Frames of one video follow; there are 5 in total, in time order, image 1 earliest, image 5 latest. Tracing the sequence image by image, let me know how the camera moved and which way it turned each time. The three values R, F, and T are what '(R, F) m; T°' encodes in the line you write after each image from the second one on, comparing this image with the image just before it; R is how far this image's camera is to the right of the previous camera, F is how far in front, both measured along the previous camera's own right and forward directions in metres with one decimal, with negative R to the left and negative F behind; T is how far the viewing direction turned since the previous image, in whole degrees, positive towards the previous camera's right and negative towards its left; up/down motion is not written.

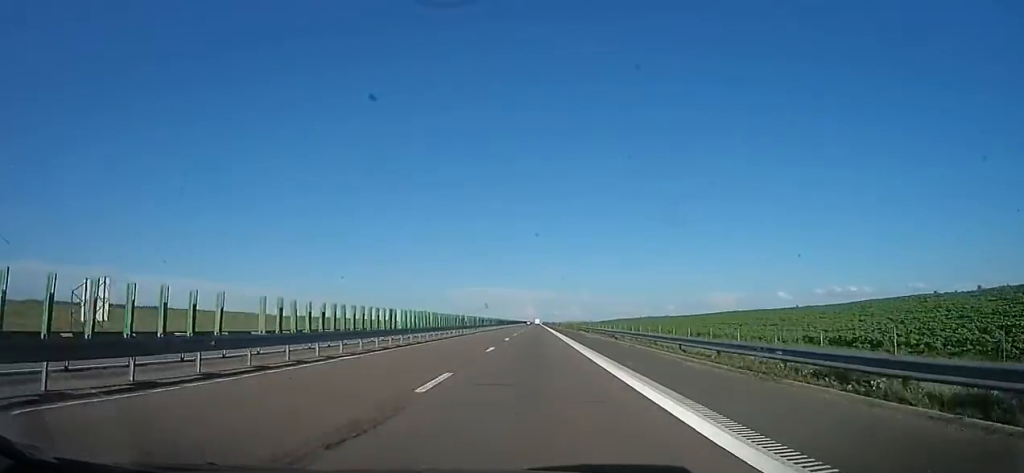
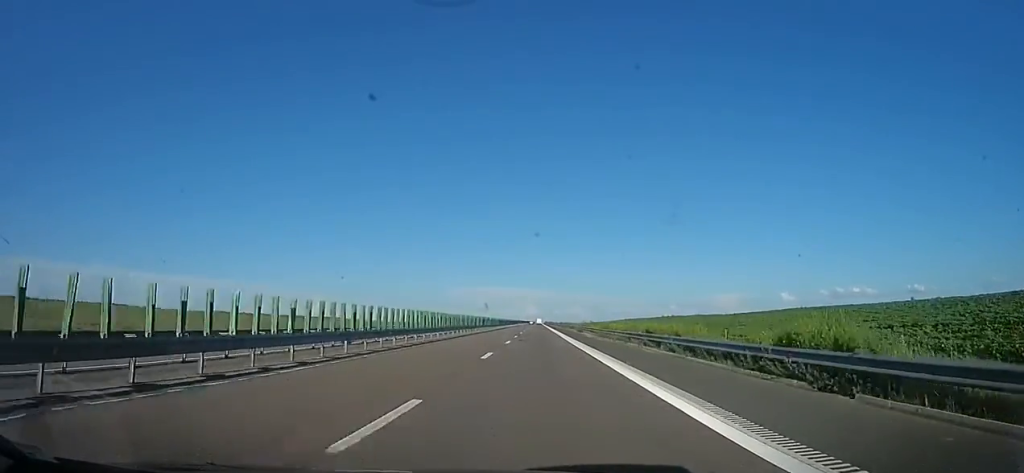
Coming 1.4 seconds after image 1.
(+0.1, +52.0) m; 0°
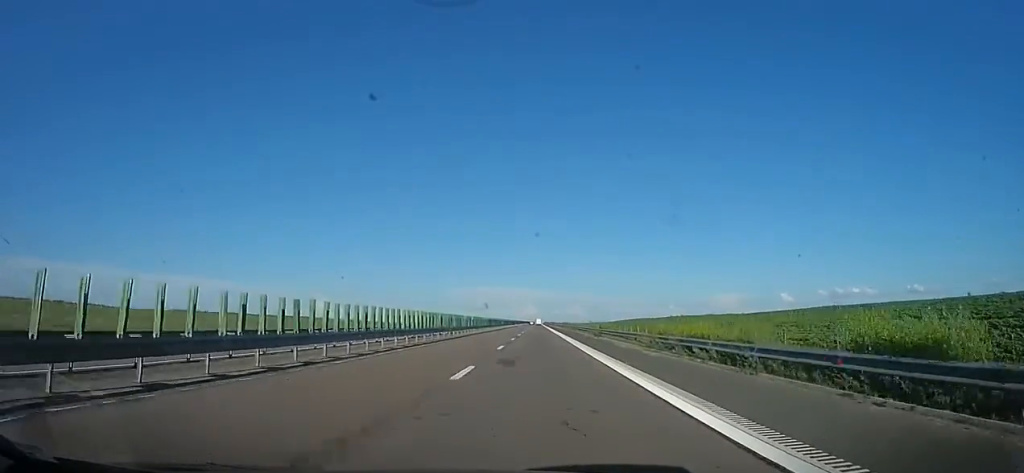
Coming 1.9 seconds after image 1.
(-0.2, +17.8) m; 0°
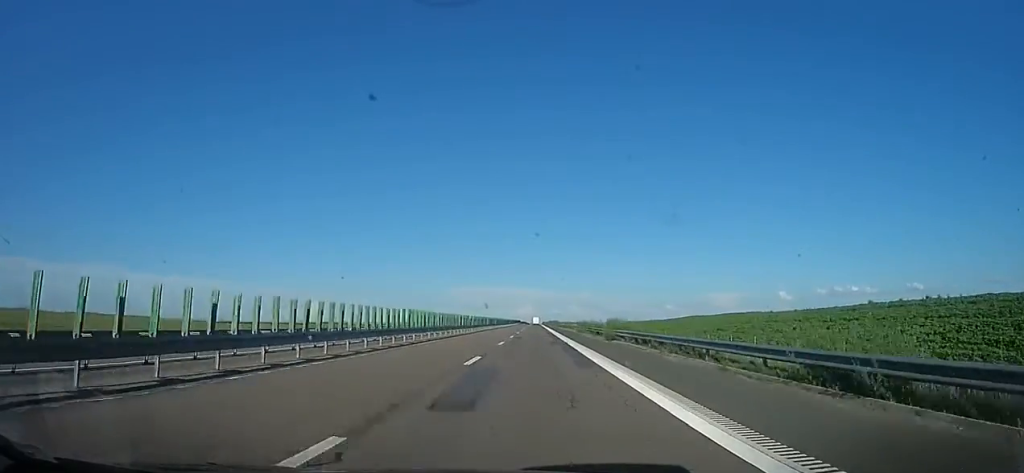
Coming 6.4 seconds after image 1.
(+2.8, +164.5) m; 0°
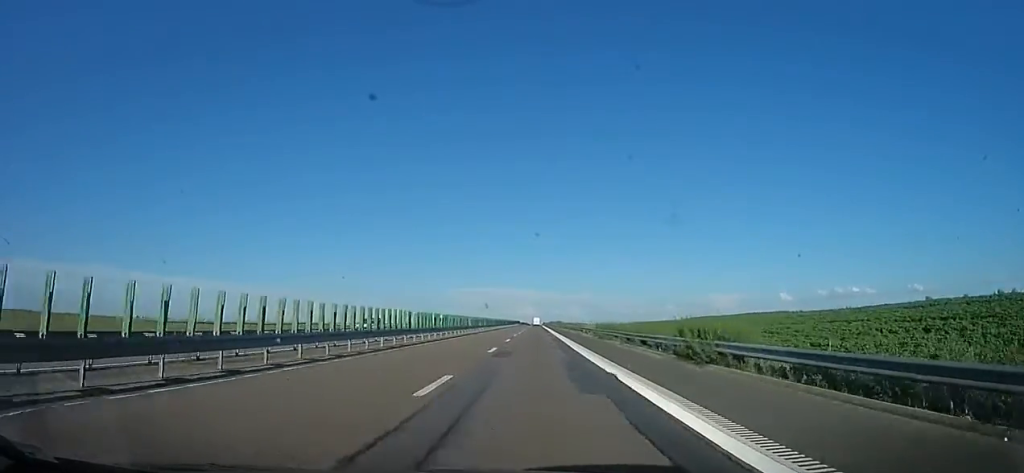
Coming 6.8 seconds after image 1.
(-0.1, +17.8) m; 0°
